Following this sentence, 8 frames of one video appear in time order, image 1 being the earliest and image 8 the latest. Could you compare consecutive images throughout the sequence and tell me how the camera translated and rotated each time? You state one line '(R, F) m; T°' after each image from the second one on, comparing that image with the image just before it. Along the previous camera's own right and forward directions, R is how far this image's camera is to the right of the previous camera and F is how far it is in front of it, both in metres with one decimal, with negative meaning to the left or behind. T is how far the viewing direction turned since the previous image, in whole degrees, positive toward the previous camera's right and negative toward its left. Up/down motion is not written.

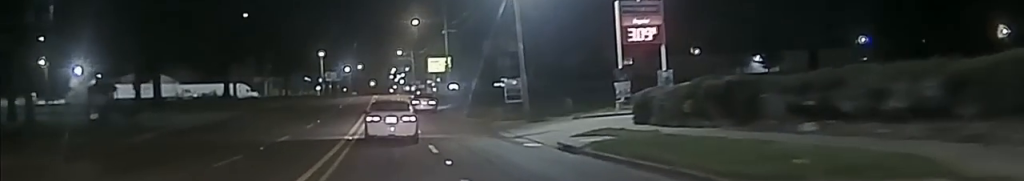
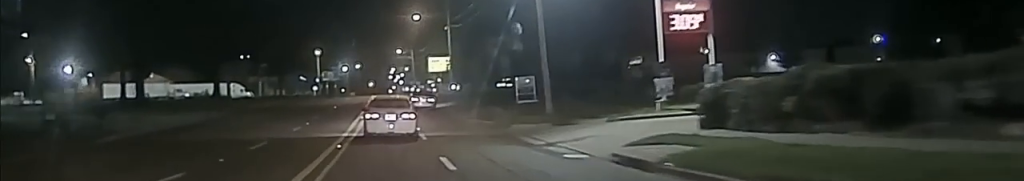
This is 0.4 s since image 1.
(0.0, +6.4) m; 0°
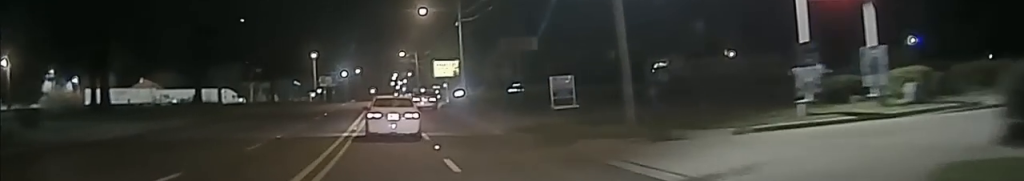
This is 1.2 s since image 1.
(0.0, +12.2) m; 0°
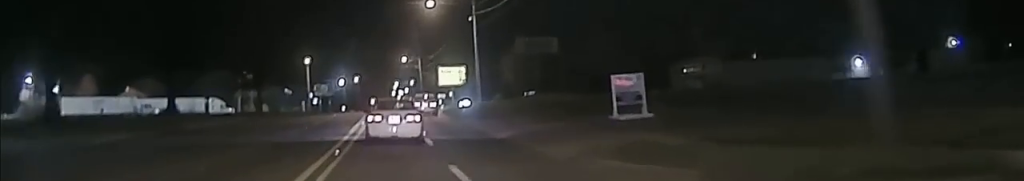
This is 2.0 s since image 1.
(-0.1, +13.0) m; -1°
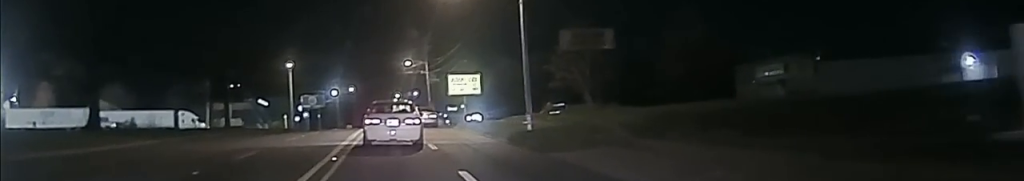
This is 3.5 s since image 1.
(+0.2, +26.1) m; +2°
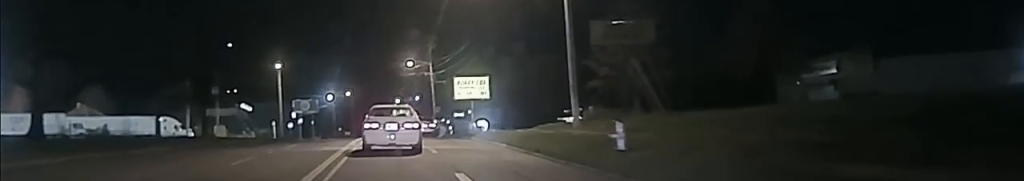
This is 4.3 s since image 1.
(+0.6, +12.7) m; 0°
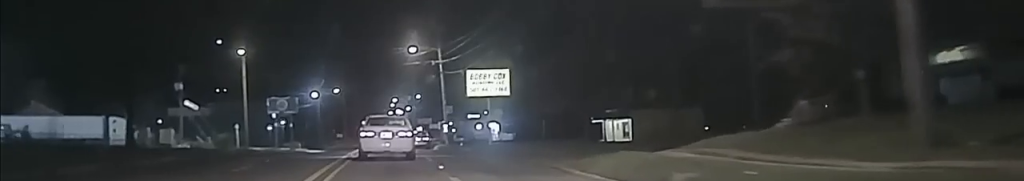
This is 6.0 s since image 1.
(-0.8, +23.5) m; 0°
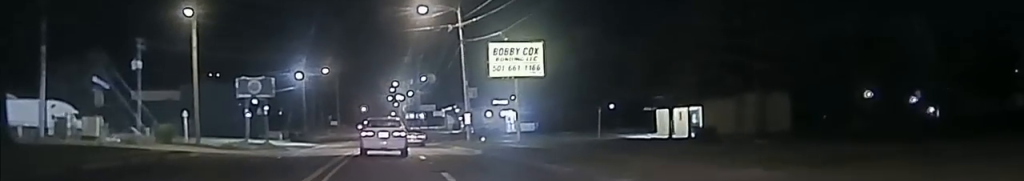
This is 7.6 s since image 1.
(+0.7, +19.6) m; +4°
